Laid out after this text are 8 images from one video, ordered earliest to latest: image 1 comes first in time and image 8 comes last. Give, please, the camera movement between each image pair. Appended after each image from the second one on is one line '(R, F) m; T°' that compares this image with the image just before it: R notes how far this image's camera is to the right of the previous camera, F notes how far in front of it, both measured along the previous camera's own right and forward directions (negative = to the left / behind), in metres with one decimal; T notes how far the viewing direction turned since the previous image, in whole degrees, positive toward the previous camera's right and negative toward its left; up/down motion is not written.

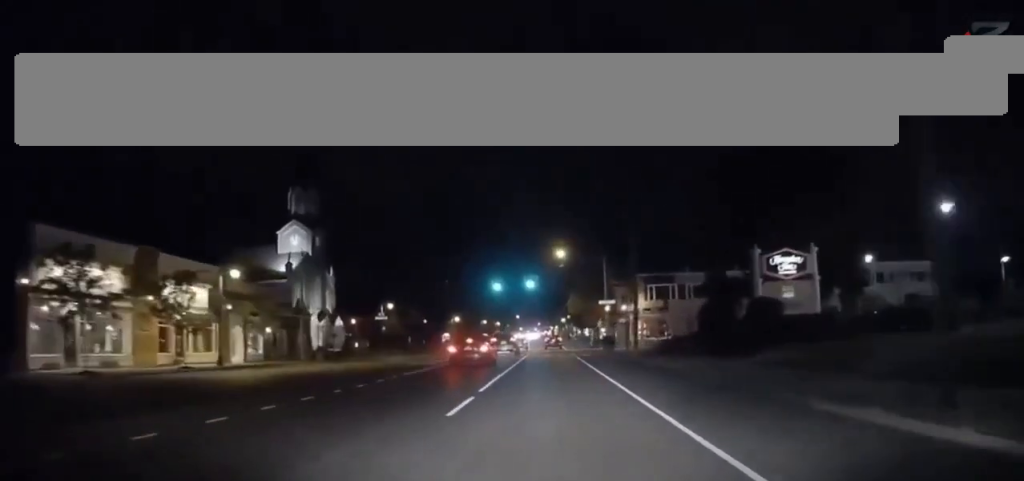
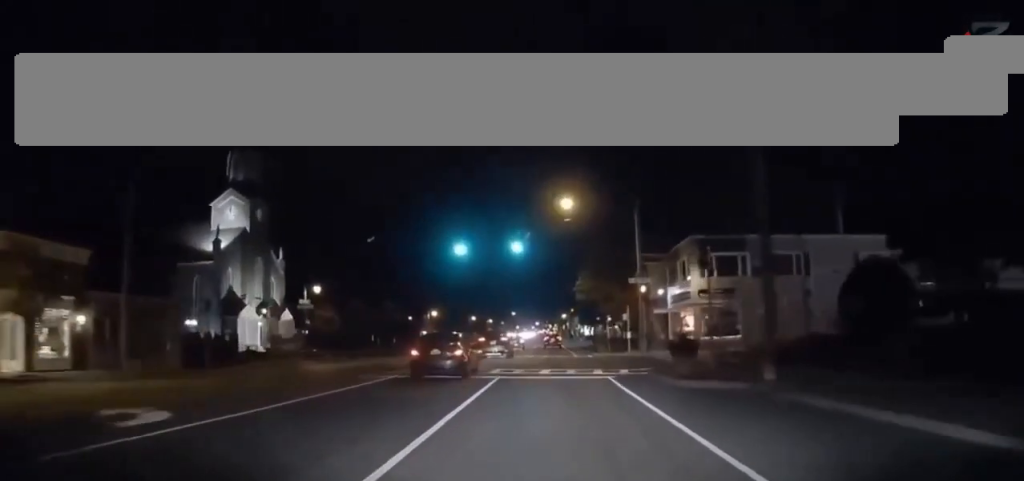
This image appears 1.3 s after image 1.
(0.0, +23.4) m; 0°
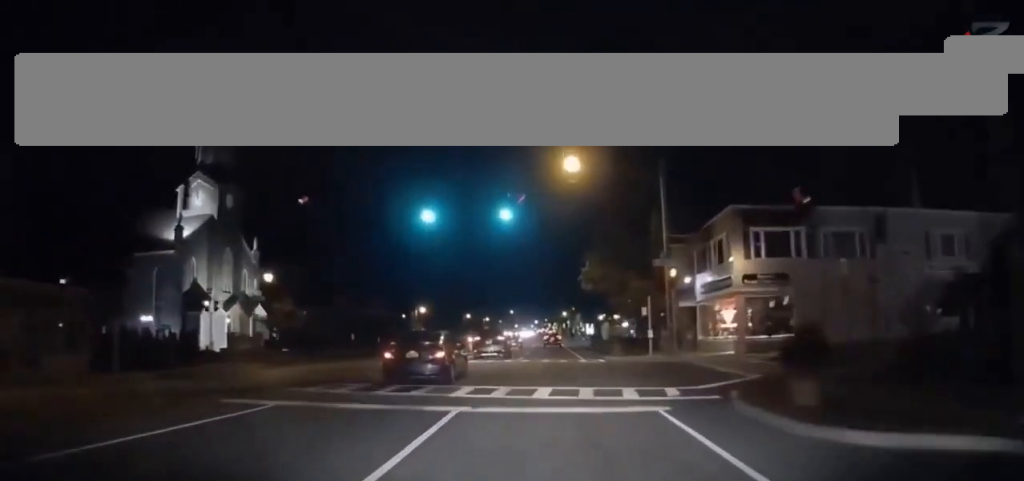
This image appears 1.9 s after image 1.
(0.0, +9.8) m; 0°
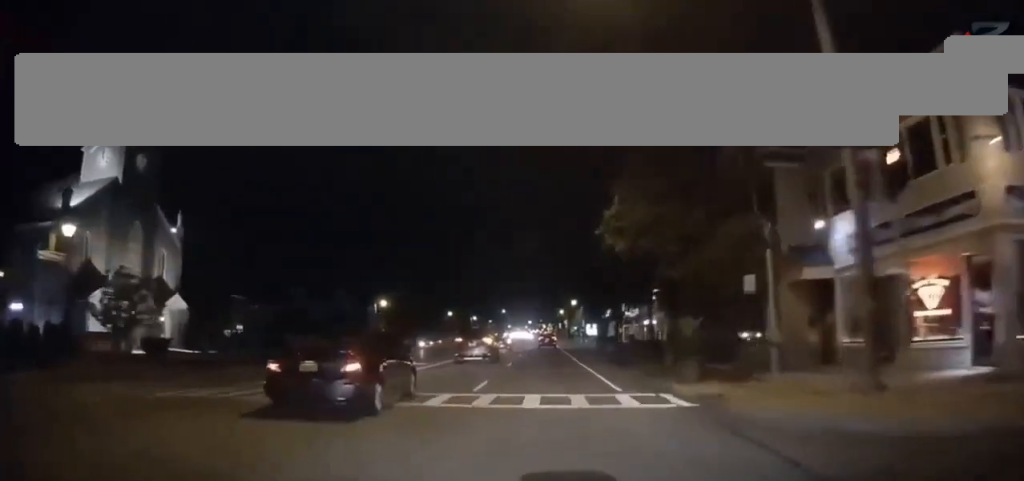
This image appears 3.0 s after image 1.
(+0.2, +19.3) m; +1°
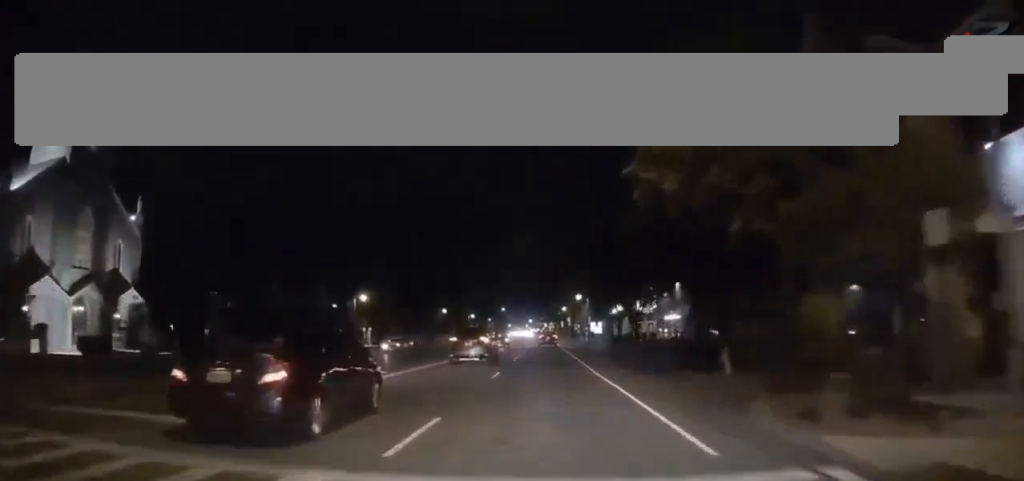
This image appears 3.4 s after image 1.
(+0.3, +8.0) m; 0°
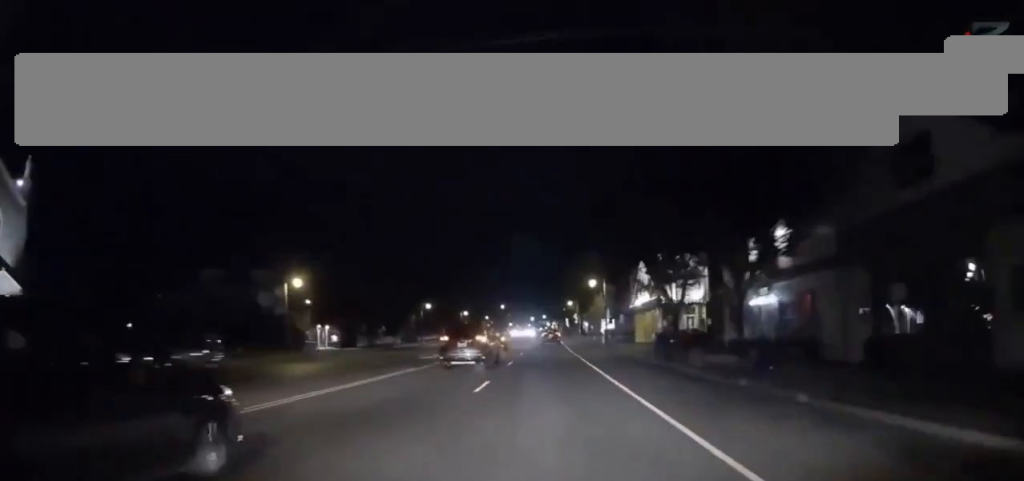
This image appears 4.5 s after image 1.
(-0.5, +17.5) m; -1°
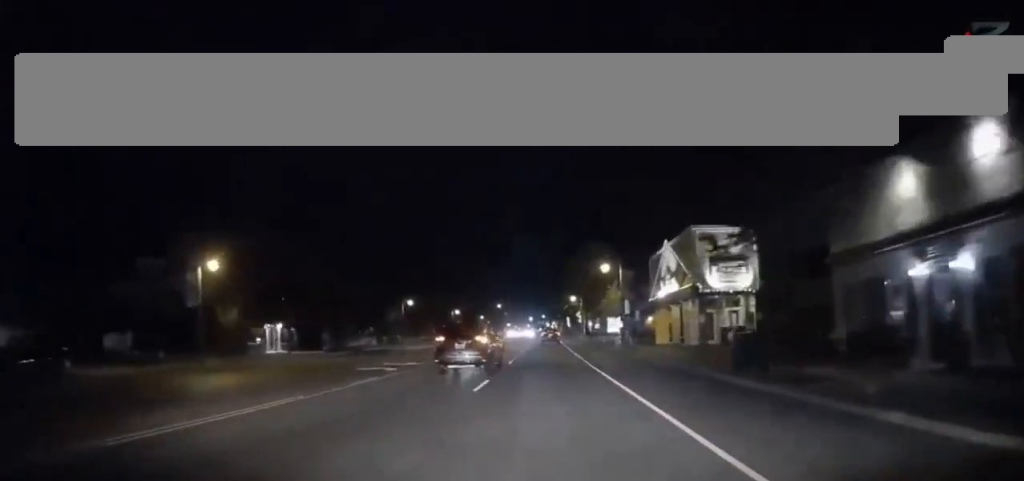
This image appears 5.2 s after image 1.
(0.0, +11.6) m; 0°
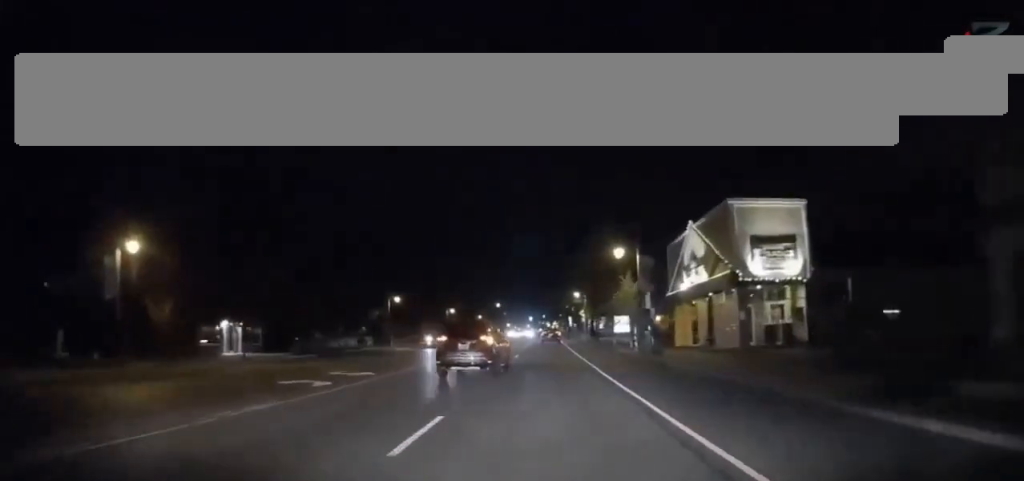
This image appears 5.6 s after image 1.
(+0.1, +7.1) m; +1°
